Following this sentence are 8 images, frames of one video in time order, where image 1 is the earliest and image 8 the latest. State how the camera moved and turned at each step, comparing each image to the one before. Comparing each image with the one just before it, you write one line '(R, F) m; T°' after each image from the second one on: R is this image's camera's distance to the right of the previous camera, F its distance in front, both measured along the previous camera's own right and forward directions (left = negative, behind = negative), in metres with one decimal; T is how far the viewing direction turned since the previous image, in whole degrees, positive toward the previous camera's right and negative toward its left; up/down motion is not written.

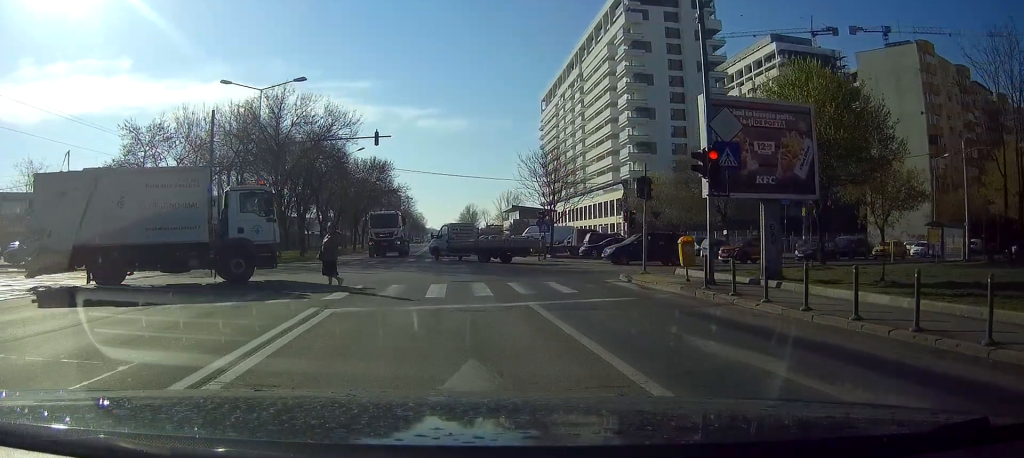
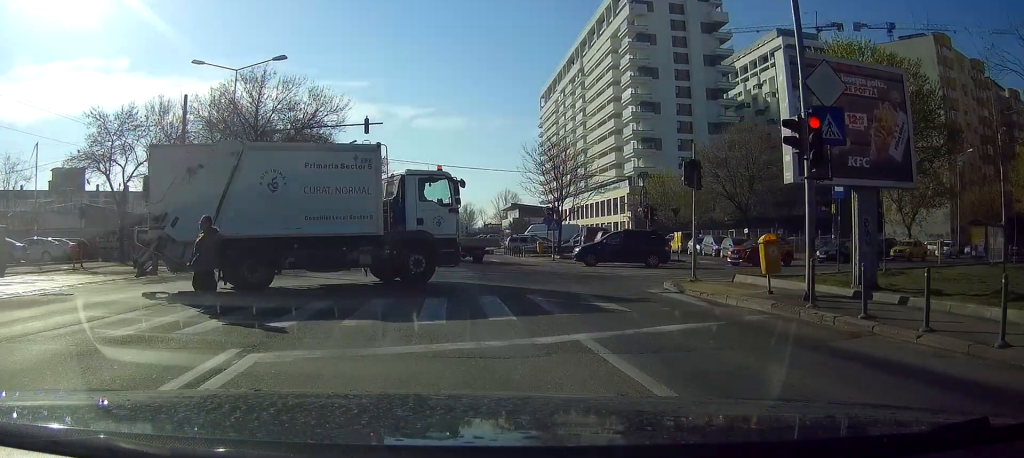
(0.0, +3.0) m; +1°
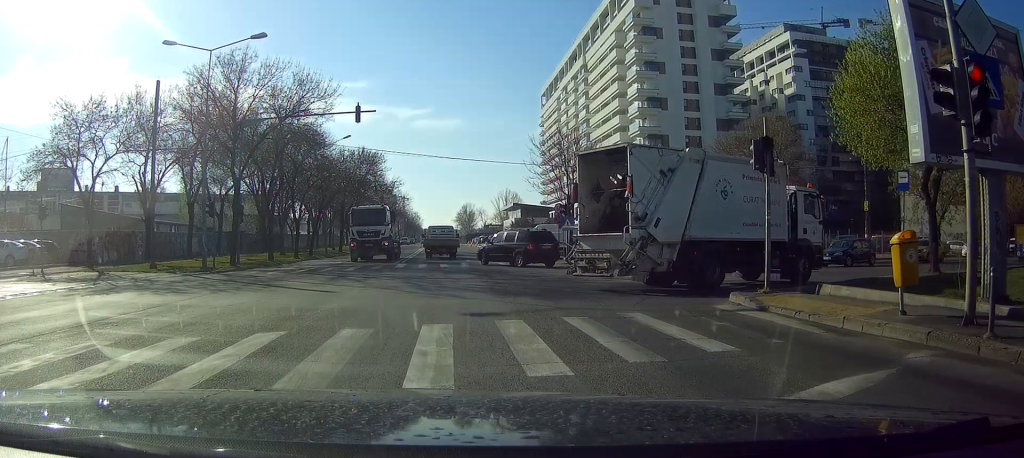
(+0.7, +1.6) m; 0°
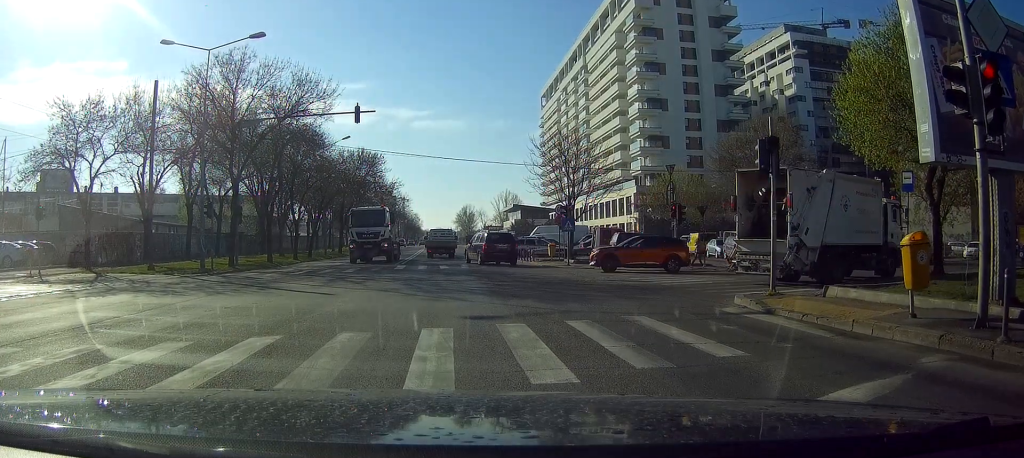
(0.0, 0.0) m; 0°
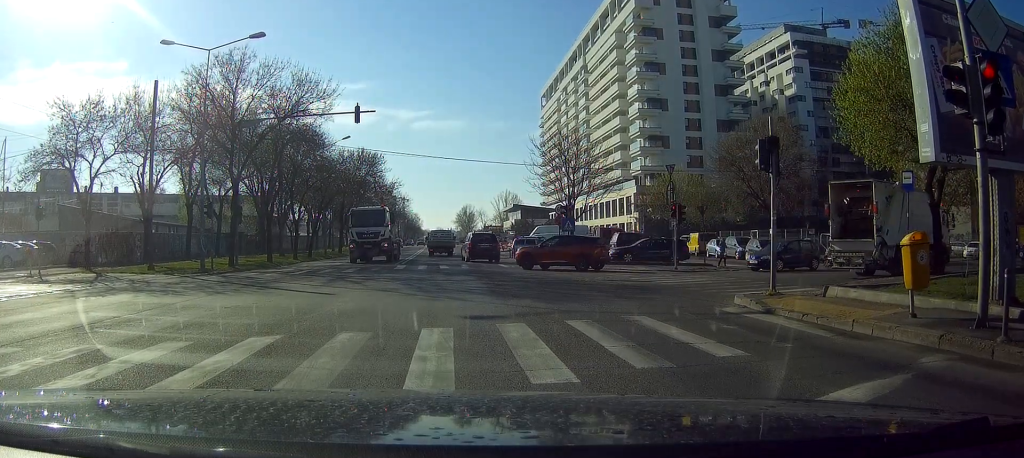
(0.0, 0.0) m; 0°
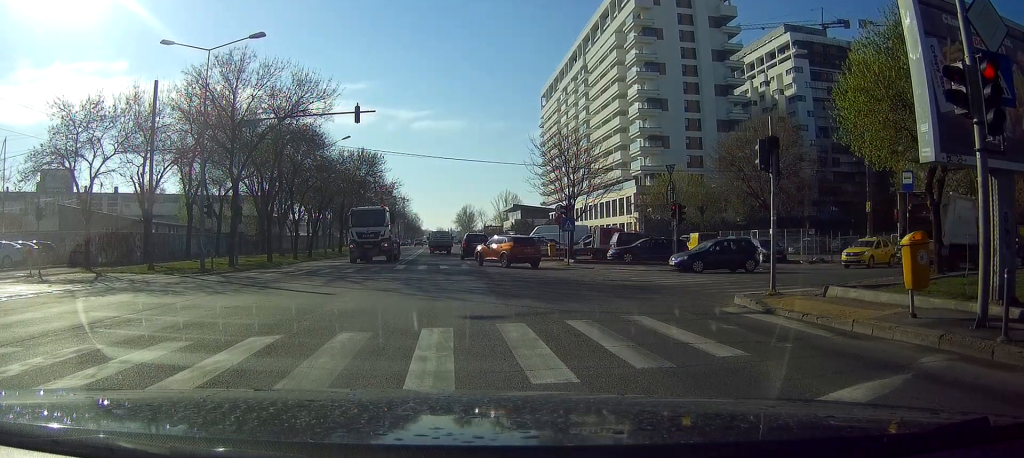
(0.0, 0.0) m; 0°
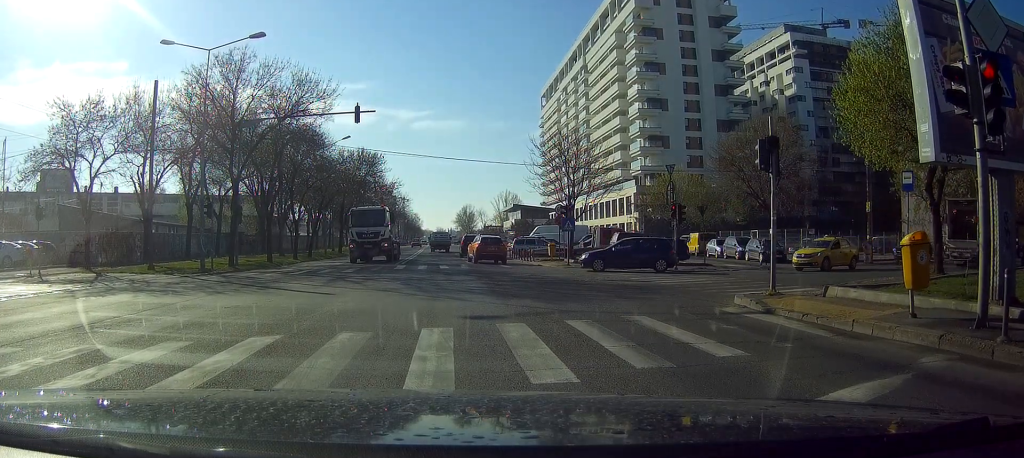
(0.0, 0.0) m; 0°
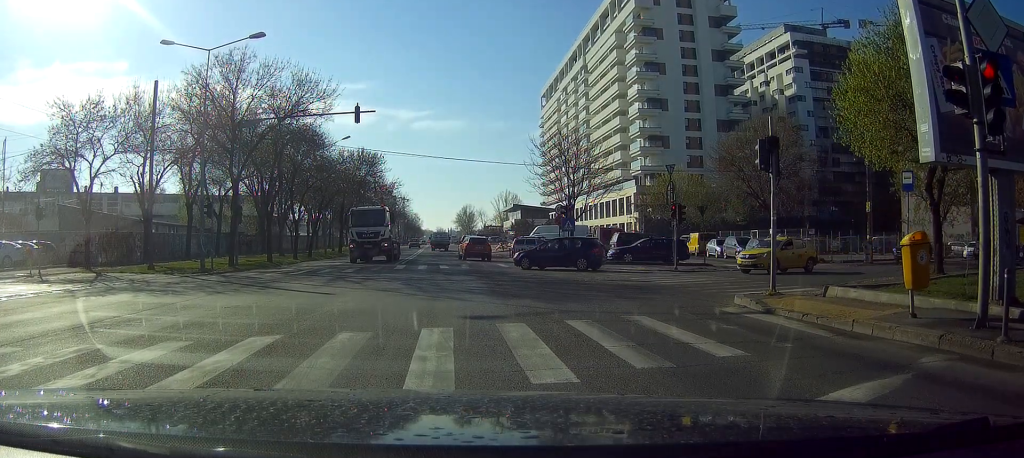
(0.0, 0.0) m; 0°
